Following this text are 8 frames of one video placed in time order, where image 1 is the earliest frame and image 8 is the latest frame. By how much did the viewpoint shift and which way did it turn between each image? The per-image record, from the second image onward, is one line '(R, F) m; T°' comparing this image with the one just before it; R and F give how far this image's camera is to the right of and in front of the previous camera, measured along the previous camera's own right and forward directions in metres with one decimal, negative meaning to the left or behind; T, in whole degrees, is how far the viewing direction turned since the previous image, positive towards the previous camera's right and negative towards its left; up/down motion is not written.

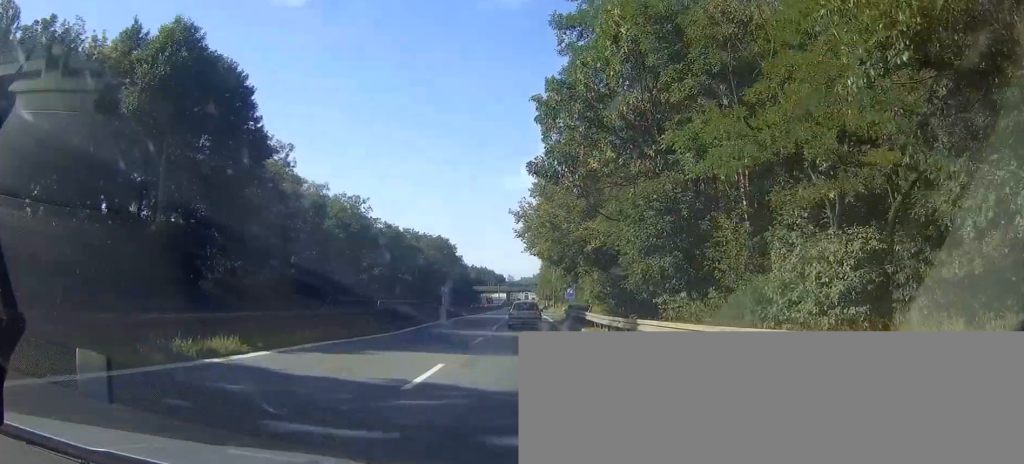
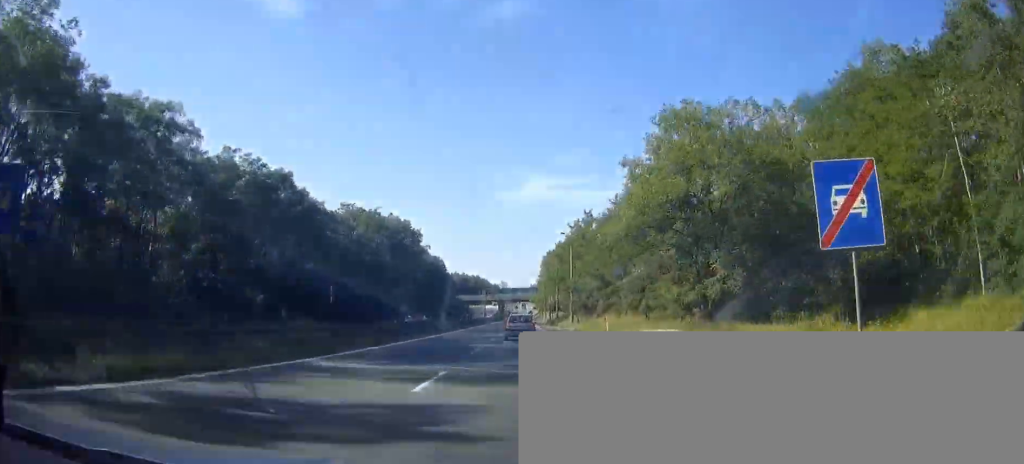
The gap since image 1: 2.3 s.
(-6.5, +58.8) m; -6°
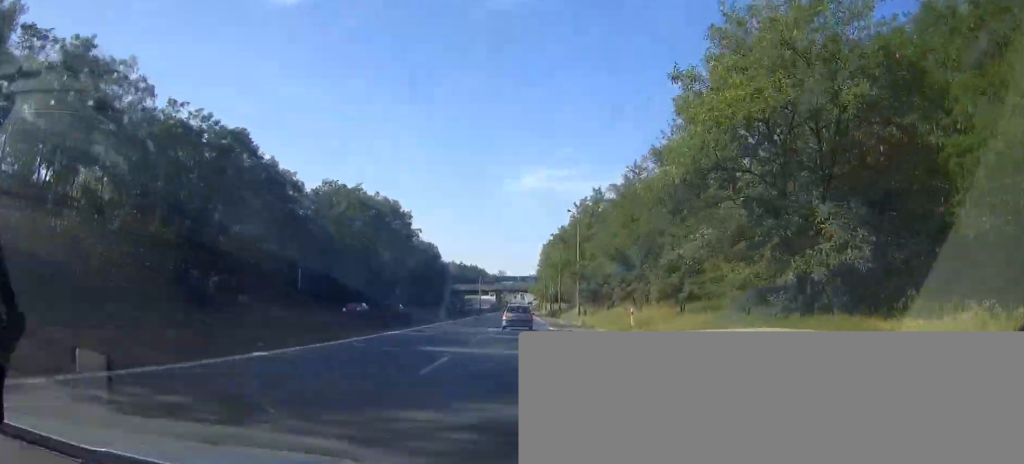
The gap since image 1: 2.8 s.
(0.0, +11.1) m; 0°
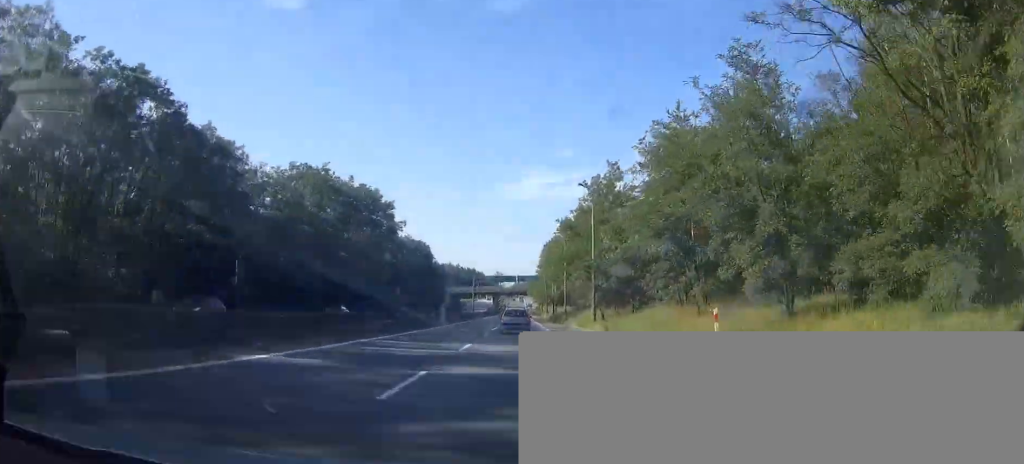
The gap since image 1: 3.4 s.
(0.0, +15.4) m; 0°
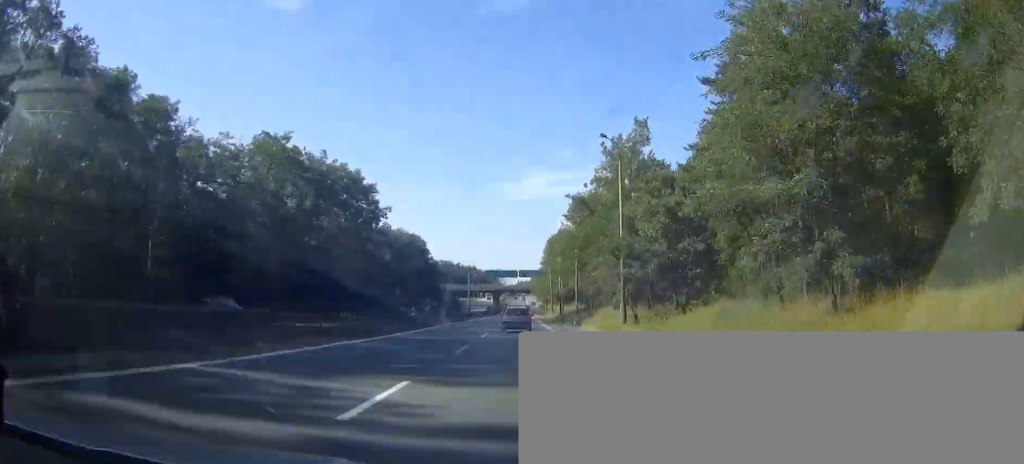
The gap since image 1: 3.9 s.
(0.0, +13.7) m; 0°
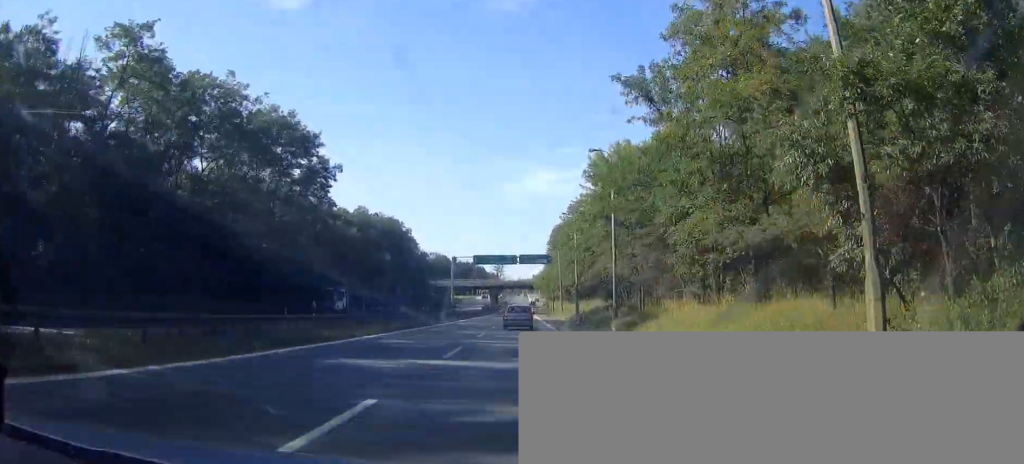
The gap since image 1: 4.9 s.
(0.0, +26.8) m; 0°
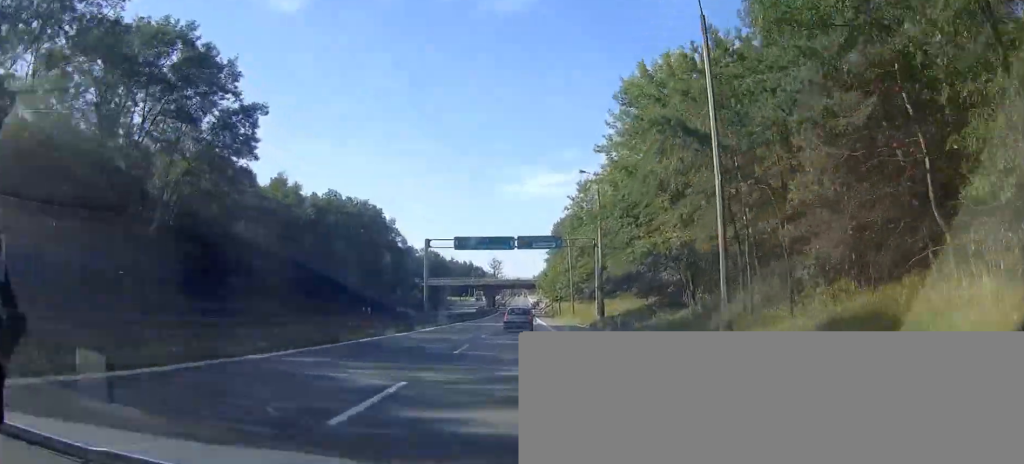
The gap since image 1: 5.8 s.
(0.0, +21.9) m; 0°
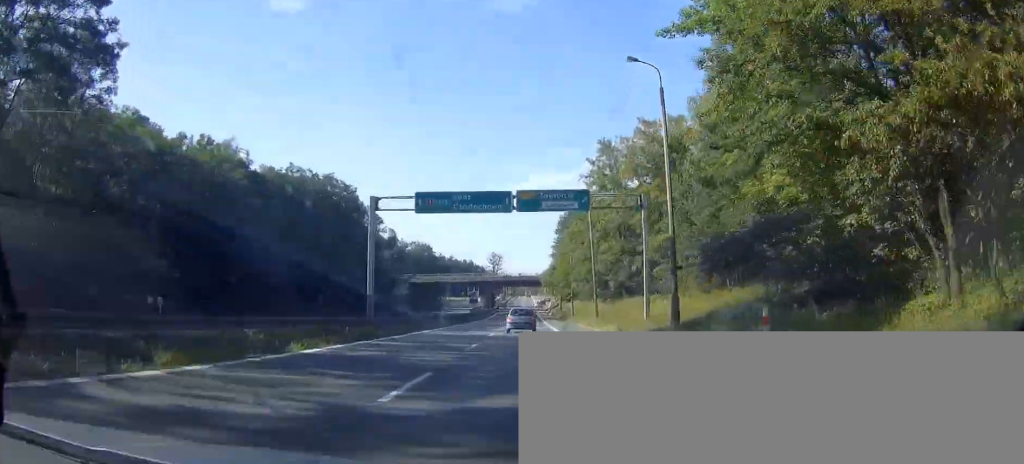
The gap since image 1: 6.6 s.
(0.0, +22.1) m; 0°
